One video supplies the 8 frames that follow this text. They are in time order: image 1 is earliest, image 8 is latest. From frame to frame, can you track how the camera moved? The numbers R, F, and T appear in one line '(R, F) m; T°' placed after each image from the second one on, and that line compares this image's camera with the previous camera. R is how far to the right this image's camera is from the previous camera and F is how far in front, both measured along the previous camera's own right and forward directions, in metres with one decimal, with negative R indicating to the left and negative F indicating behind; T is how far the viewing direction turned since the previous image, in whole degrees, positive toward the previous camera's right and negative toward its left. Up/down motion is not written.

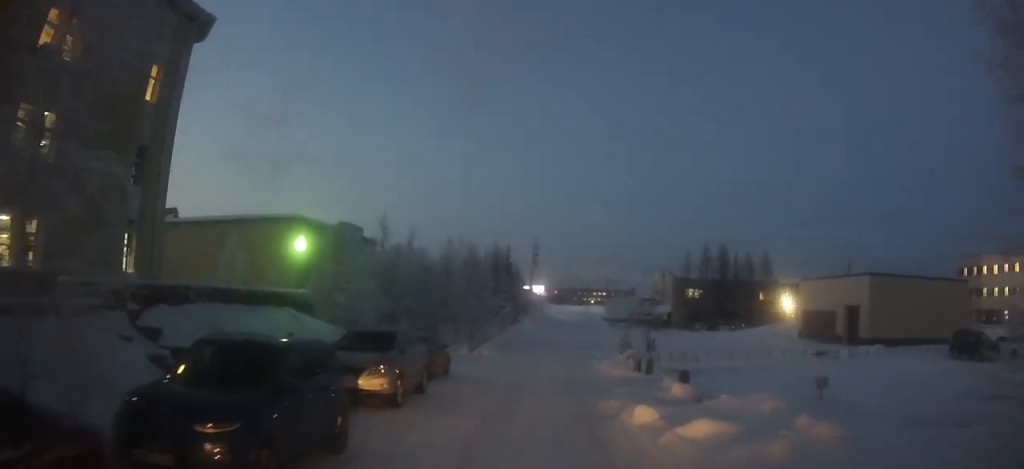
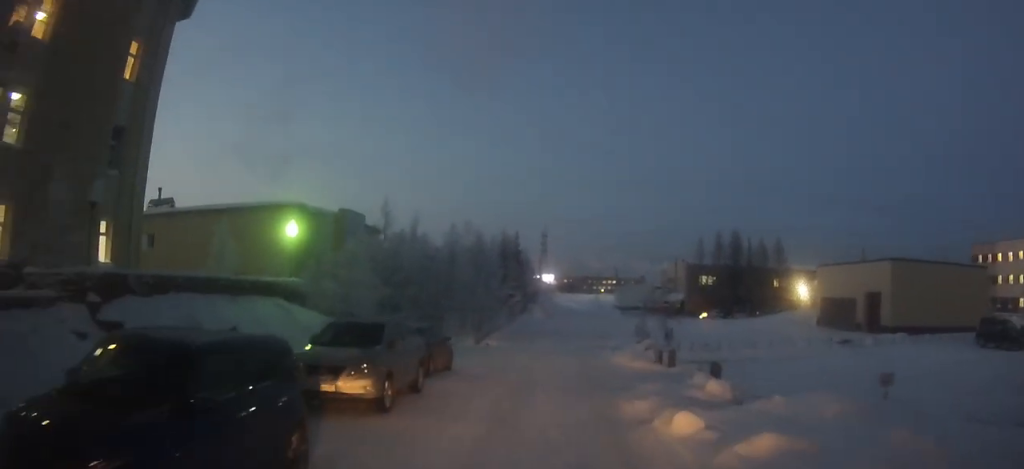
(0.0, +2.4) m; 0°
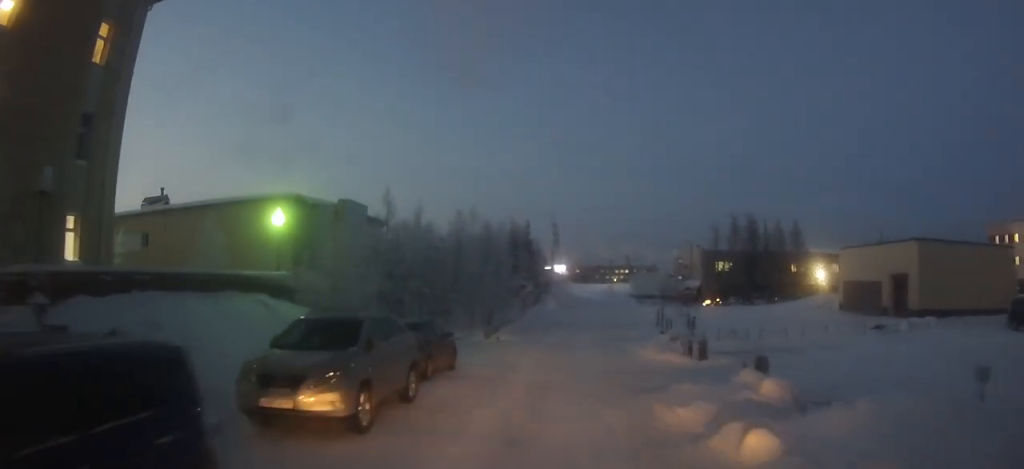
(0.0, +2.5) m; 0°
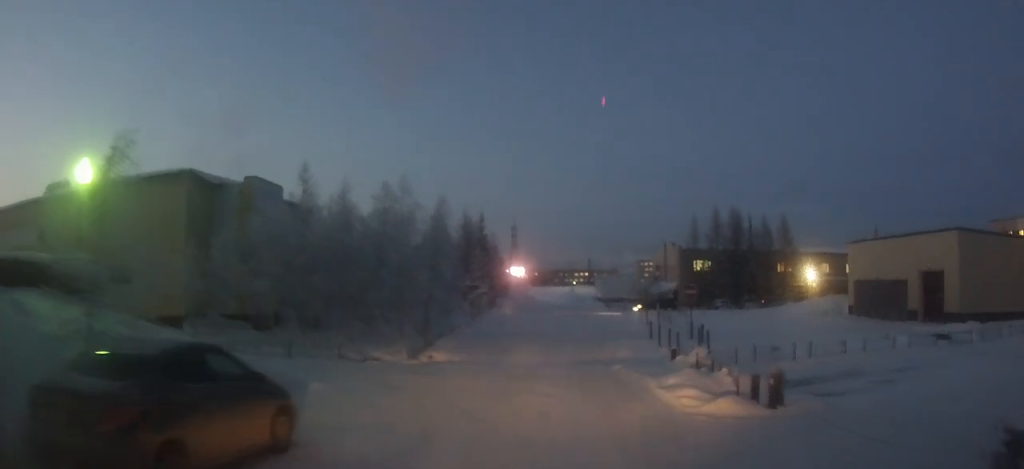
(+0.3, +9.2) m; +3°
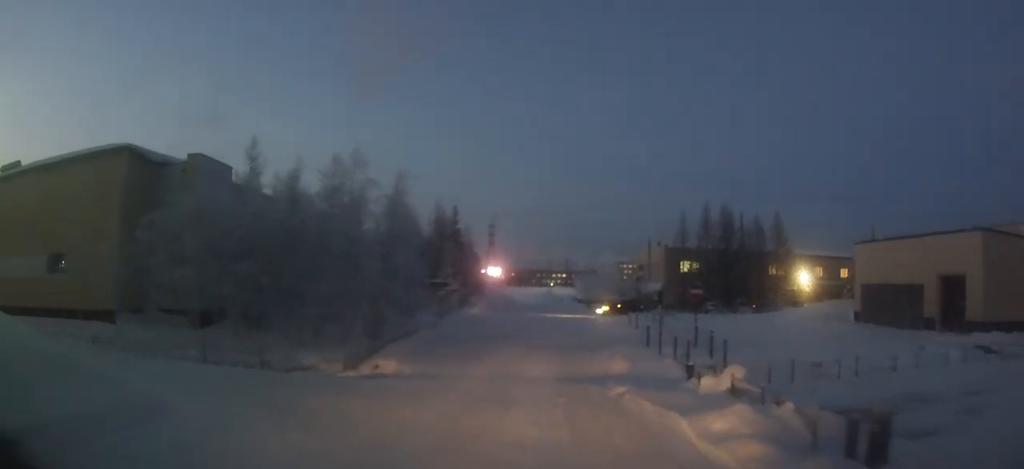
(0.0, +4.4) m; 0°
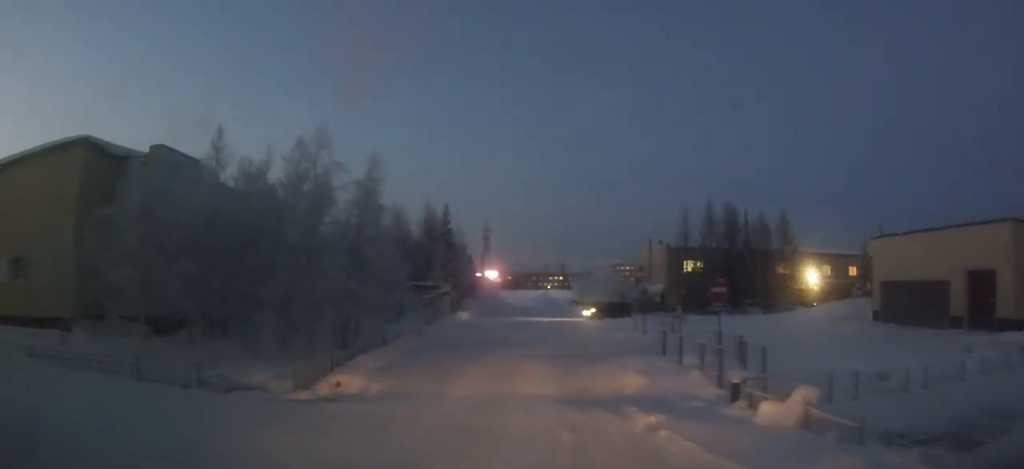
(0.0, +3.3) m; 0°
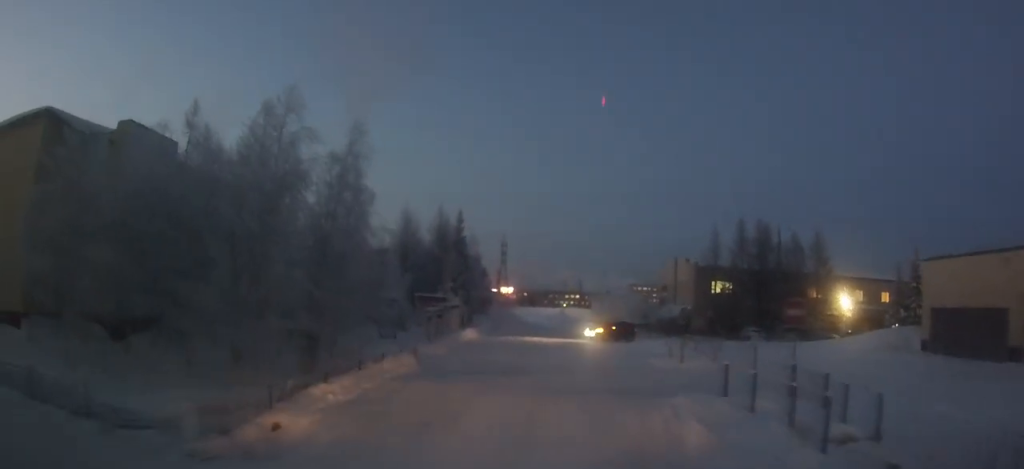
(-0.1, +4.7) m; 0°
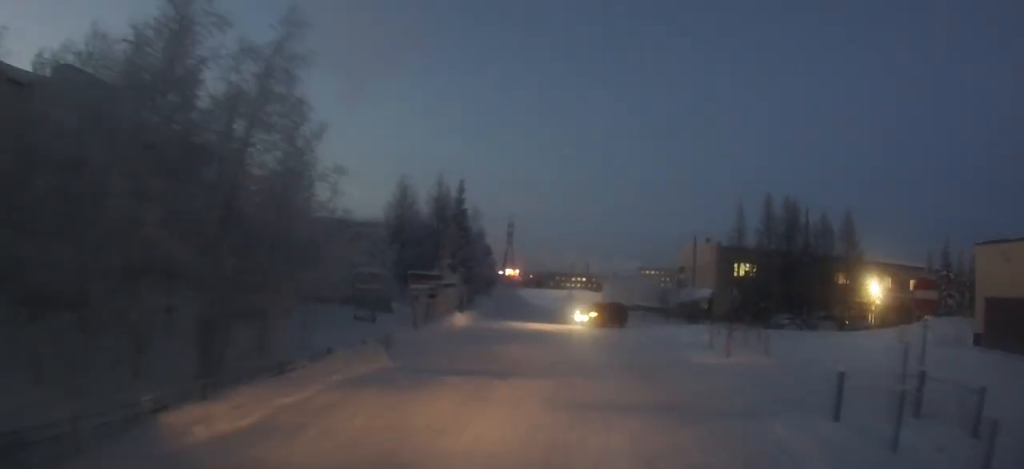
(+0.1, +5.5) m; +2°
